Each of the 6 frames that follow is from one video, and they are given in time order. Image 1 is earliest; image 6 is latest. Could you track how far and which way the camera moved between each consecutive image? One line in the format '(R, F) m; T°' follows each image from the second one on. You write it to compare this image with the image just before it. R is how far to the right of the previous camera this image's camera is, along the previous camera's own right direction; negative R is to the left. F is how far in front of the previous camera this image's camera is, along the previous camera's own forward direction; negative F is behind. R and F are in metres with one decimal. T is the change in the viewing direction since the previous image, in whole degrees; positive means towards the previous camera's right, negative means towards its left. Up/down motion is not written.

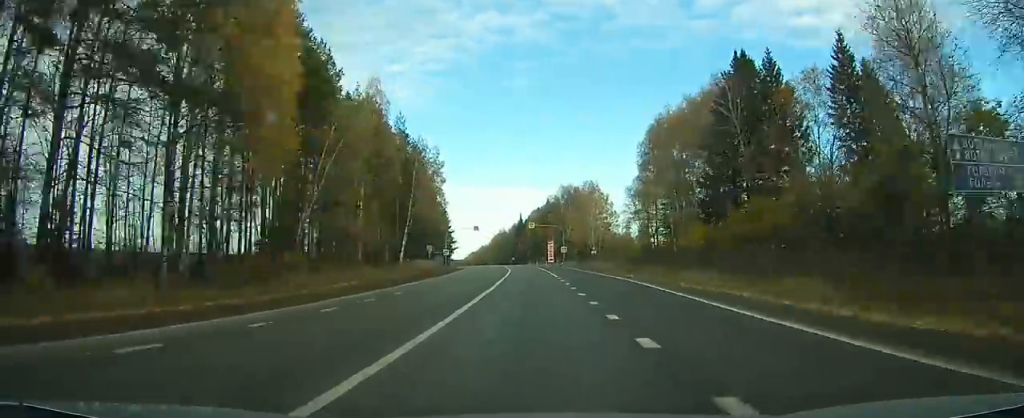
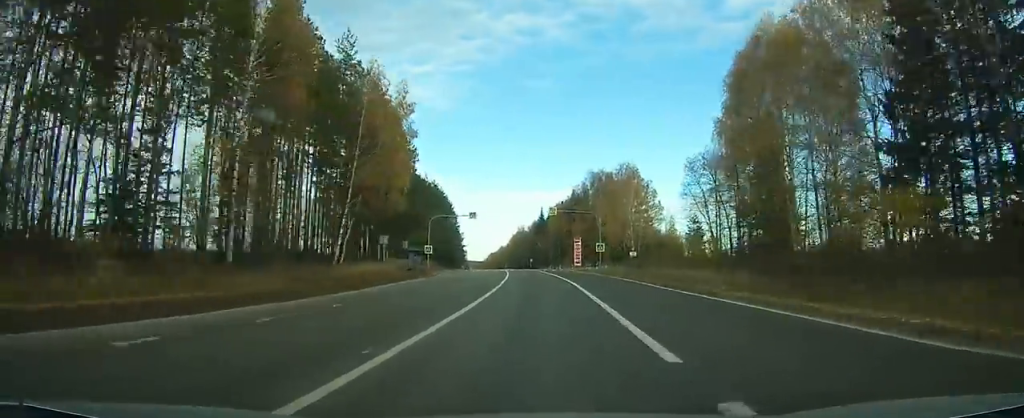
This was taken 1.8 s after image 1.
(-0.2, +32.3) m; -1°
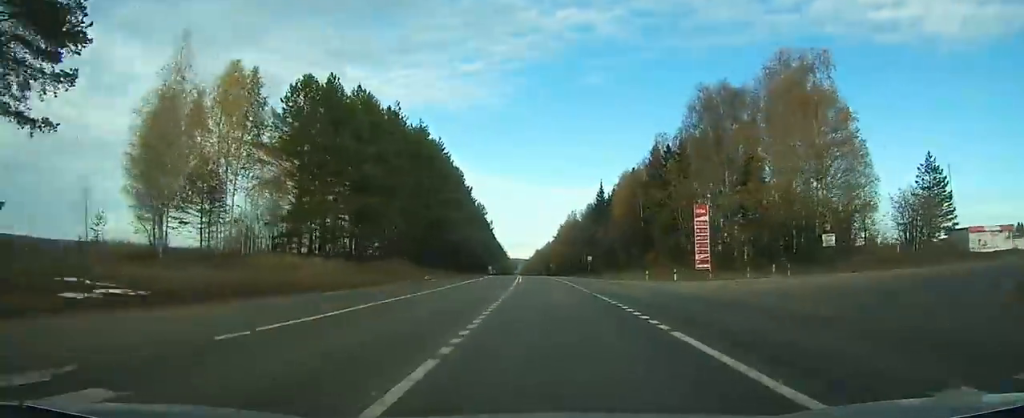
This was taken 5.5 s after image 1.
(-2.3, +66.2) m; -5°
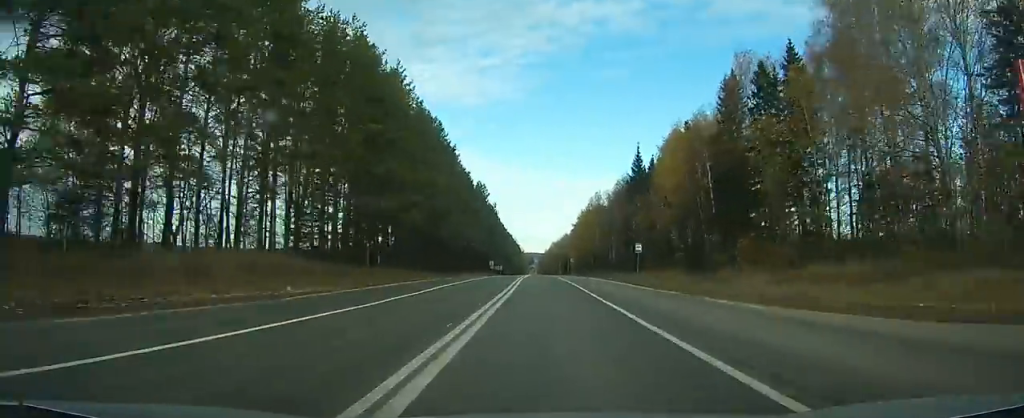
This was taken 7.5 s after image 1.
(-1.1, +38.1) m; -3°
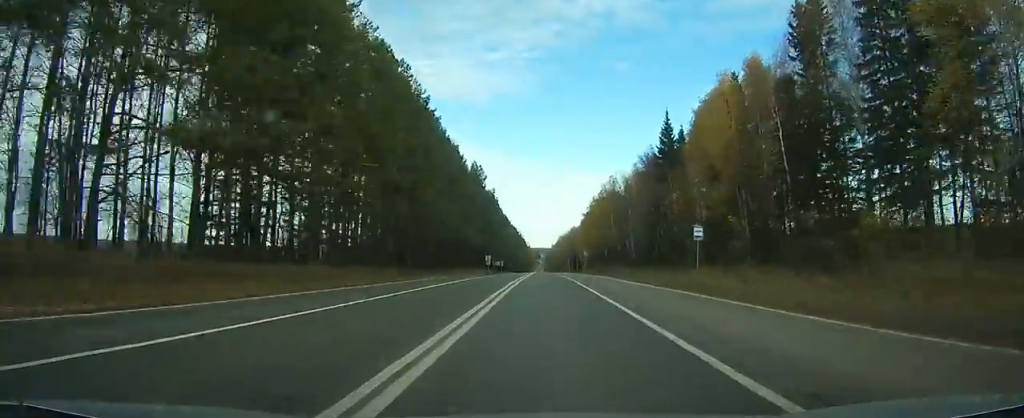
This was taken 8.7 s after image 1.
(-0.2, +21.5) m; -1°
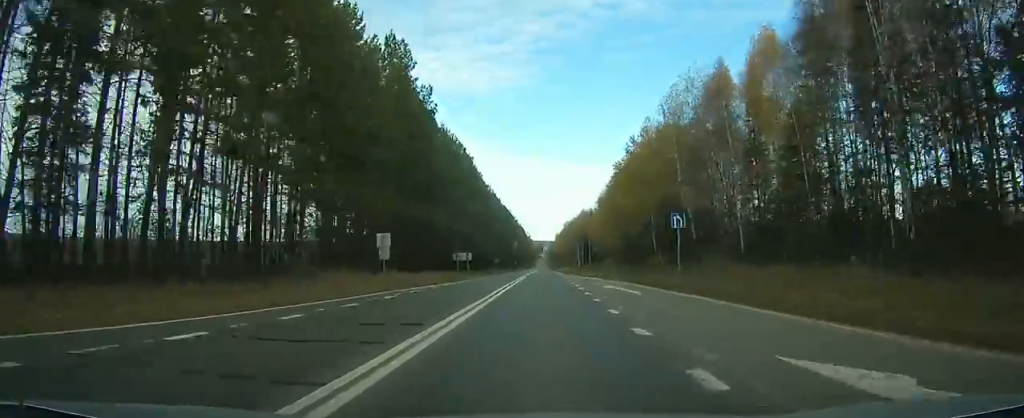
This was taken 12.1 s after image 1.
(-1.1, +67.4) m; -1°
